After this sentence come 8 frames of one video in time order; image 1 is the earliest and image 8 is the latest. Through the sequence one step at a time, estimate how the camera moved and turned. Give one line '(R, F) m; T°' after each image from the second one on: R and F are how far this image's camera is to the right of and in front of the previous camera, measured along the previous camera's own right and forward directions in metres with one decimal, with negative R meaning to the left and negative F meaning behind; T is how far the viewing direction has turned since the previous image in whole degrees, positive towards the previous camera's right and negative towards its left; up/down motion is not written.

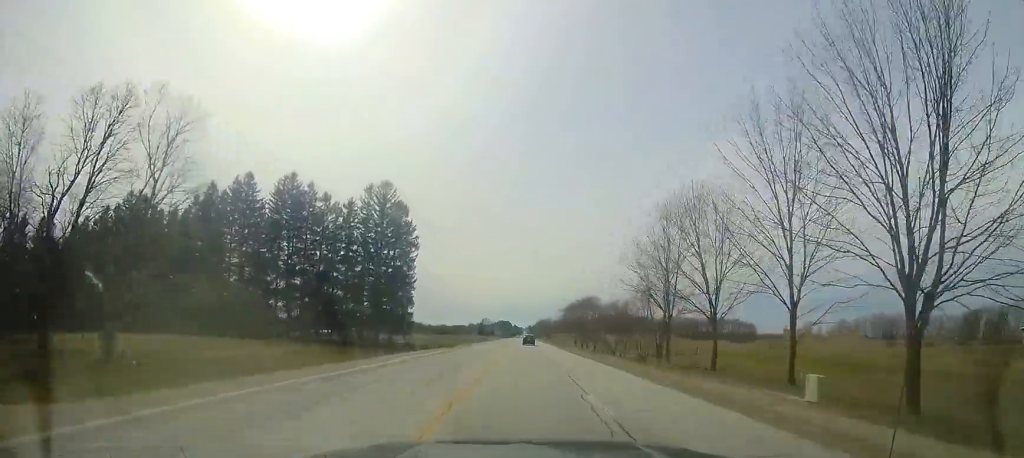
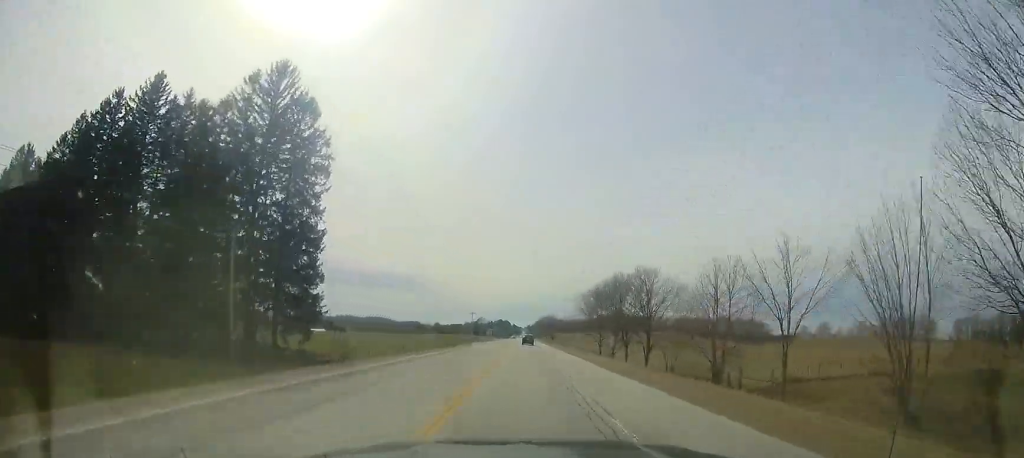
(+0.5, +30.4) m; 0°
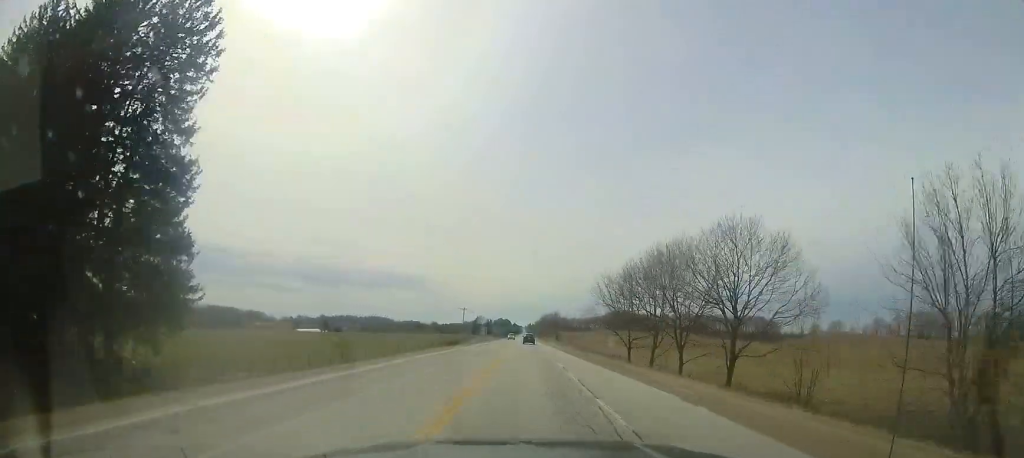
(-0.3, +16.5) m; 0°
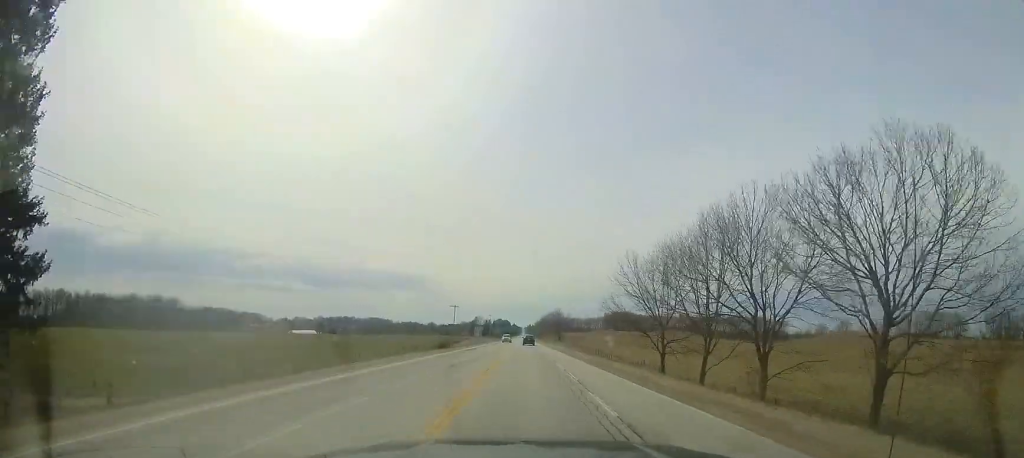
(0.0, +11.3) m; 0°
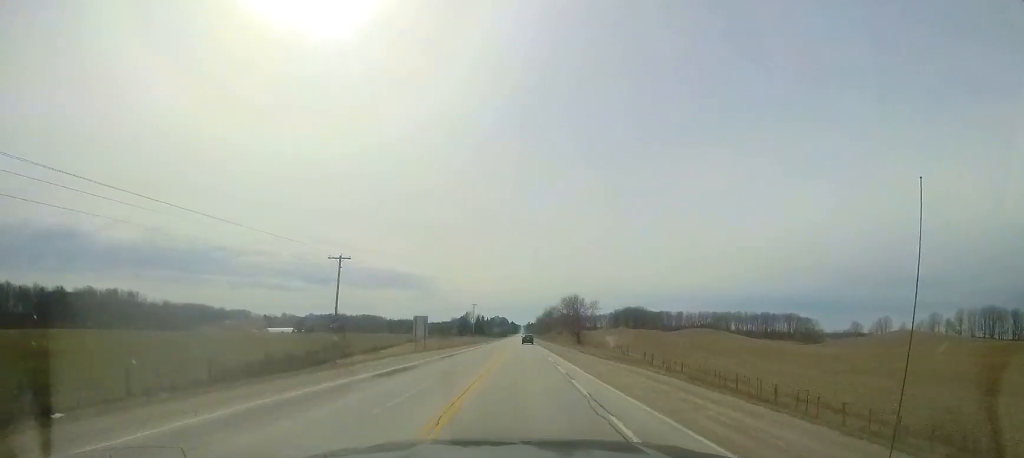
(+0.1, +51.4) m; 0°
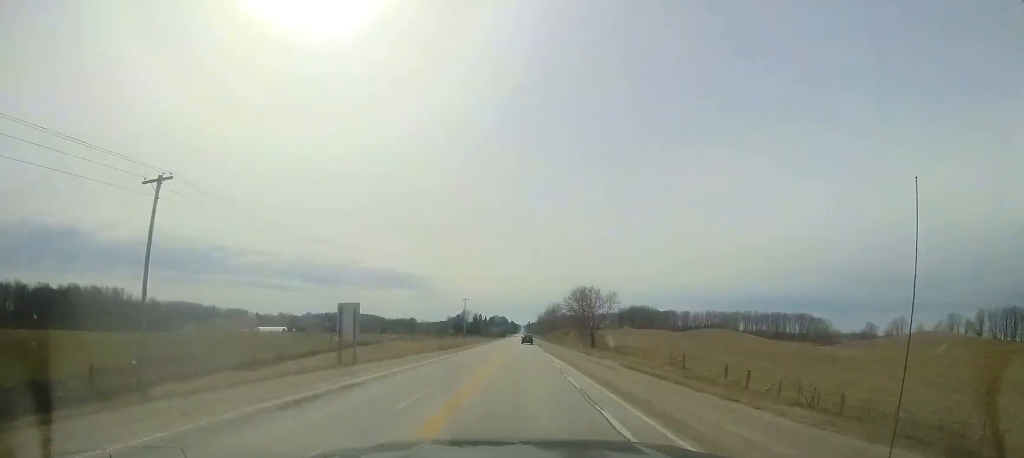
(+0.4, +18.2) m; 0°
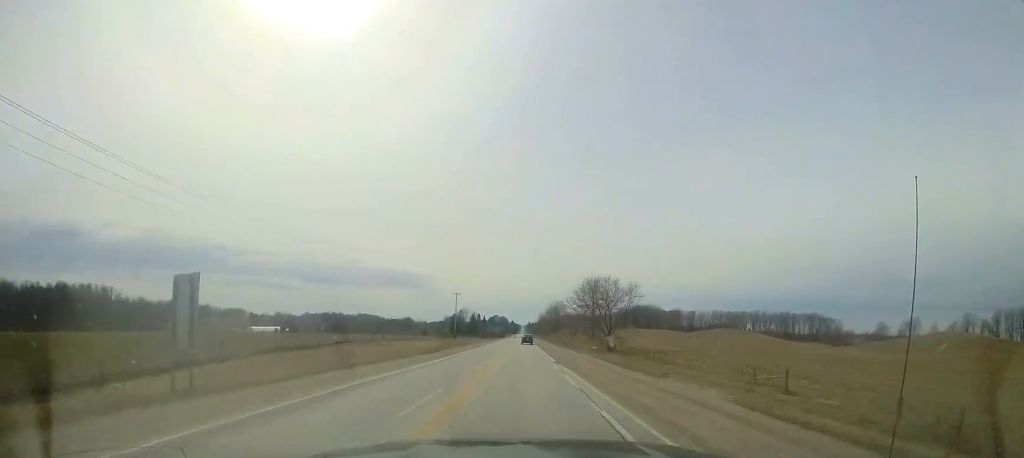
(0.0, +13.6) m; 0°
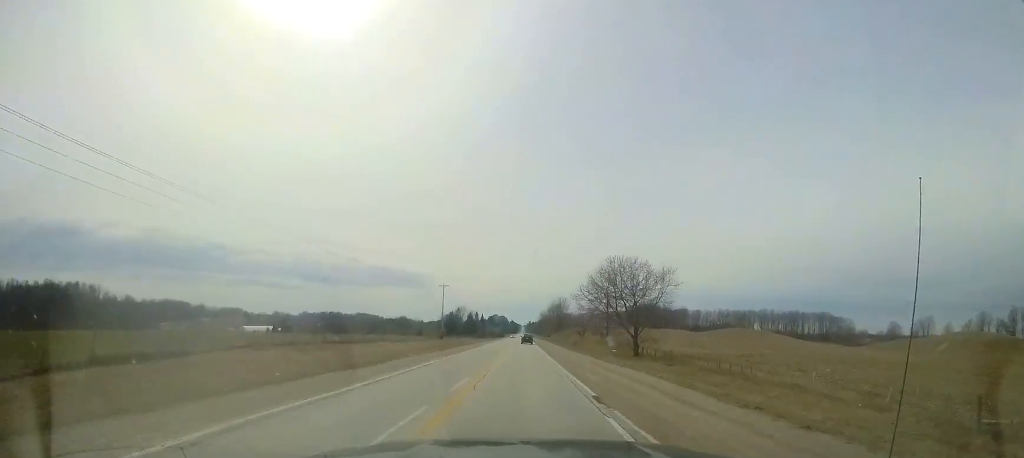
(-0.2, +13.7) m; -1°
